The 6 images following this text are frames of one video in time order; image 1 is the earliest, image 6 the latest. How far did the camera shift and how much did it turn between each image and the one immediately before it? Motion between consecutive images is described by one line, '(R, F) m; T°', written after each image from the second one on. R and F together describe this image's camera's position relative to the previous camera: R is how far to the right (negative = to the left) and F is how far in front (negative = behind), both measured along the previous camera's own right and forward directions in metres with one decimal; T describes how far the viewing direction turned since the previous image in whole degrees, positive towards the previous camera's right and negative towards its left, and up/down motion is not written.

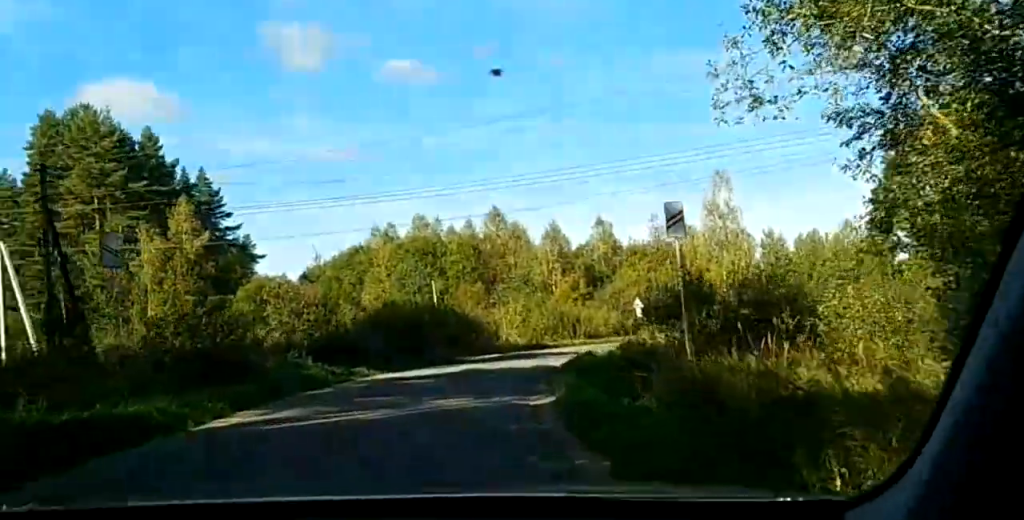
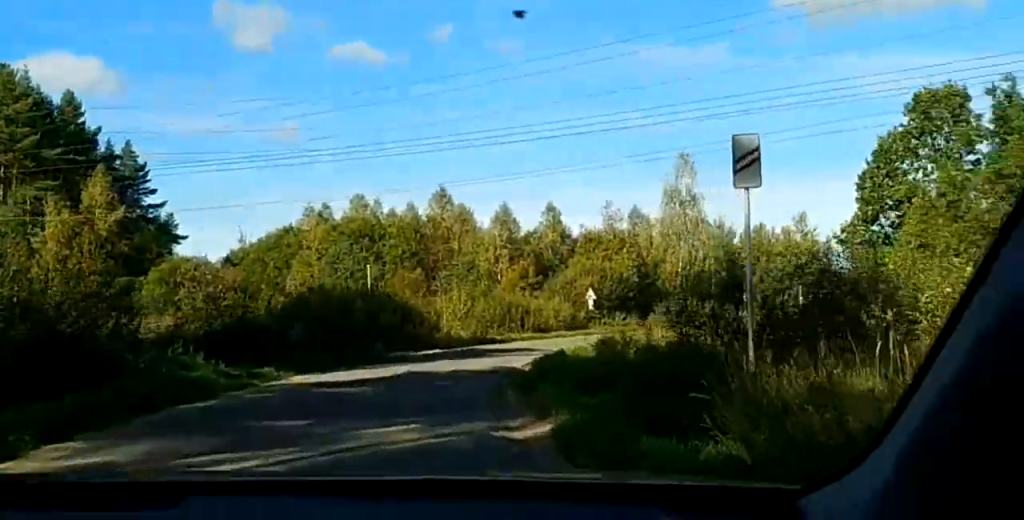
(0.0, +6.4) m; 0°
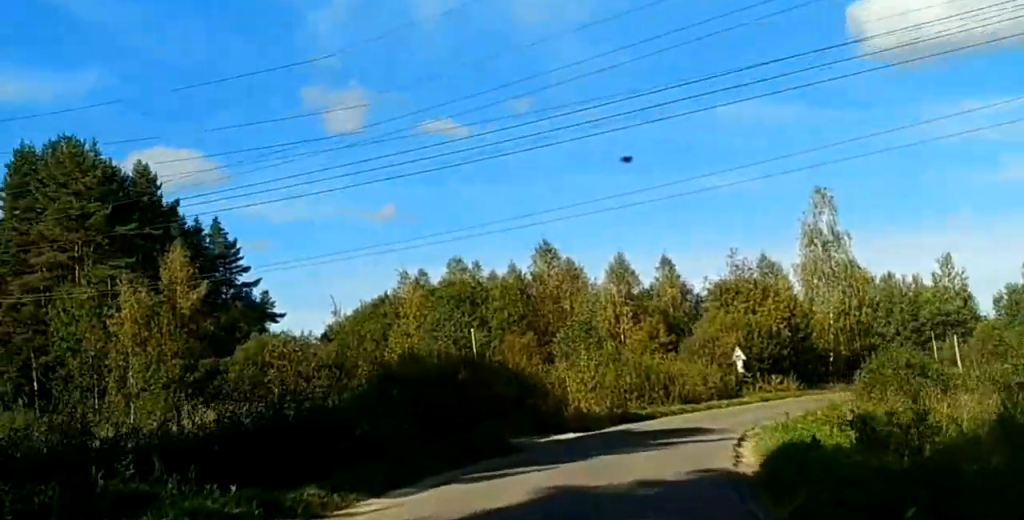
(-0.1, +10.5) m; +2°
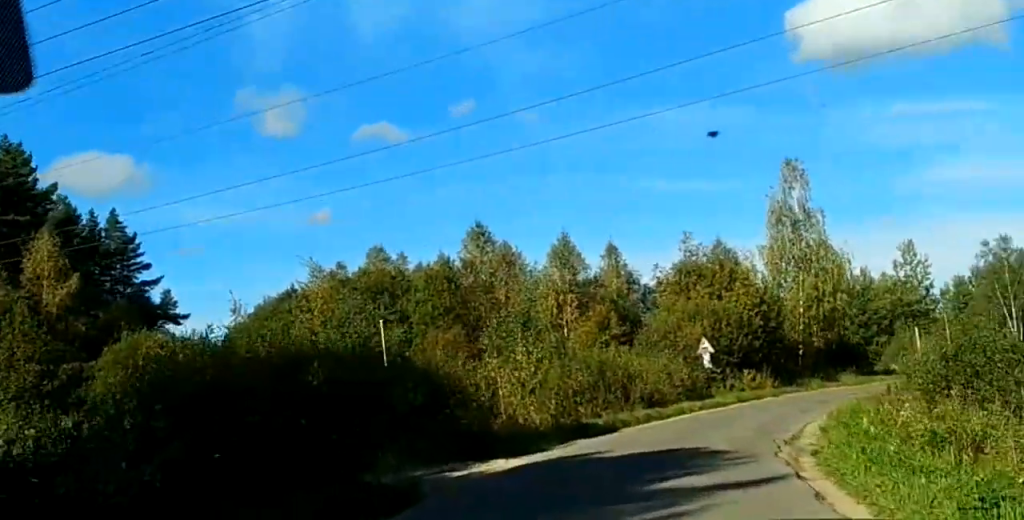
(+0.4, +11.3) m; +2°
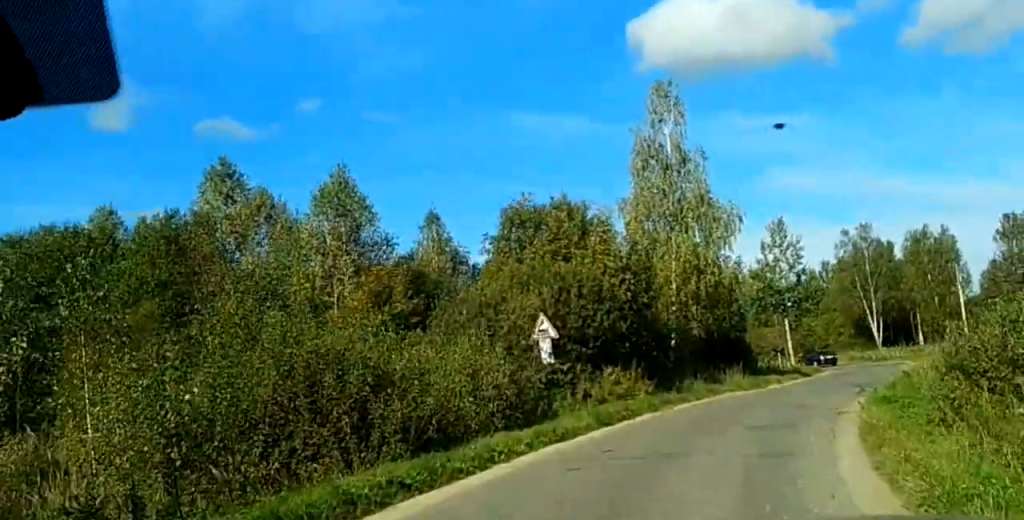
(+0.8, +20.8) m; +8°
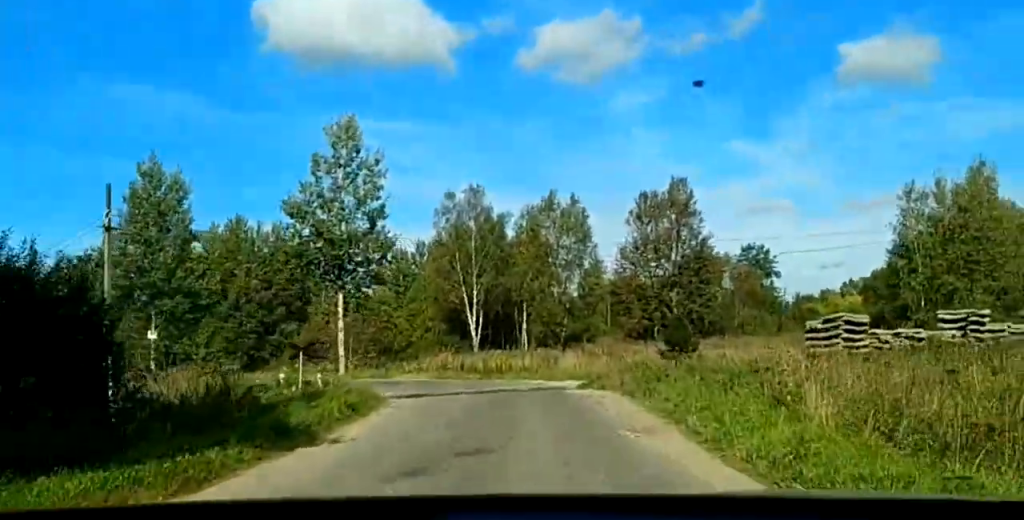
(+9.9, +41.2) m; +25°
